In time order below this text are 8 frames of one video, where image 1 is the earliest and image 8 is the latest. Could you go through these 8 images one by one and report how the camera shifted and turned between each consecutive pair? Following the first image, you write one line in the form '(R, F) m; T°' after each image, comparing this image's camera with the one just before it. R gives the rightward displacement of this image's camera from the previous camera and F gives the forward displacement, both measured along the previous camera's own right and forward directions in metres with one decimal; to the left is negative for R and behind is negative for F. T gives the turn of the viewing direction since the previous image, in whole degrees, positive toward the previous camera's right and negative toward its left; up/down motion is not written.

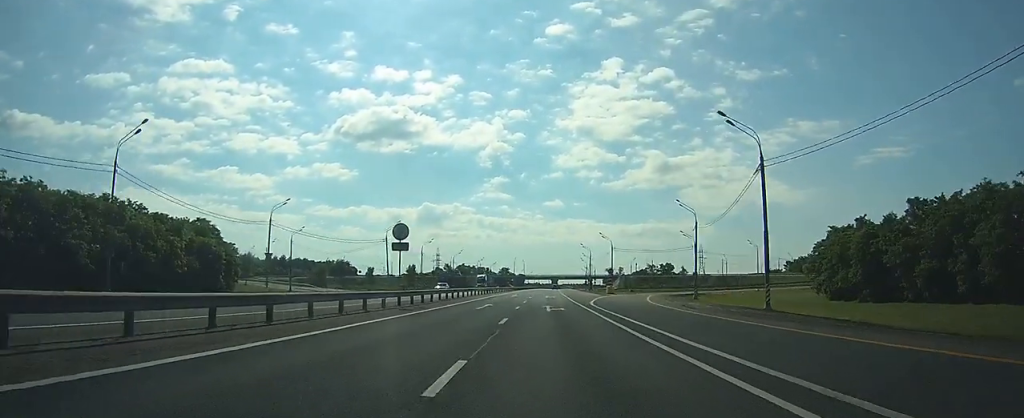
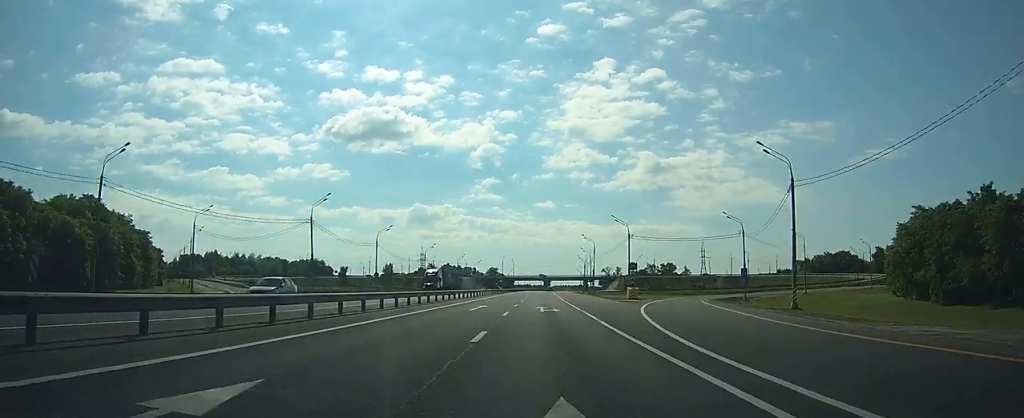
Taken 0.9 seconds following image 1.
(+0.1, +29.2) m; +1°
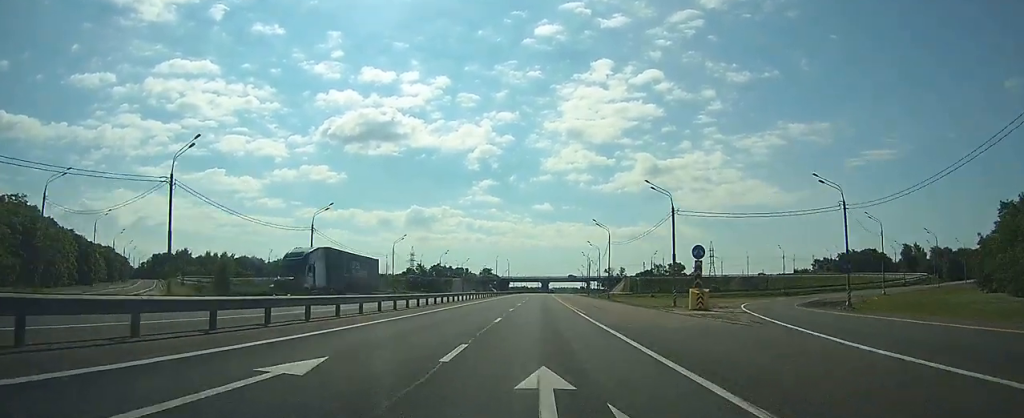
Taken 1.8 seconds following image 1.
(+0.3, +27.1) m; +1°
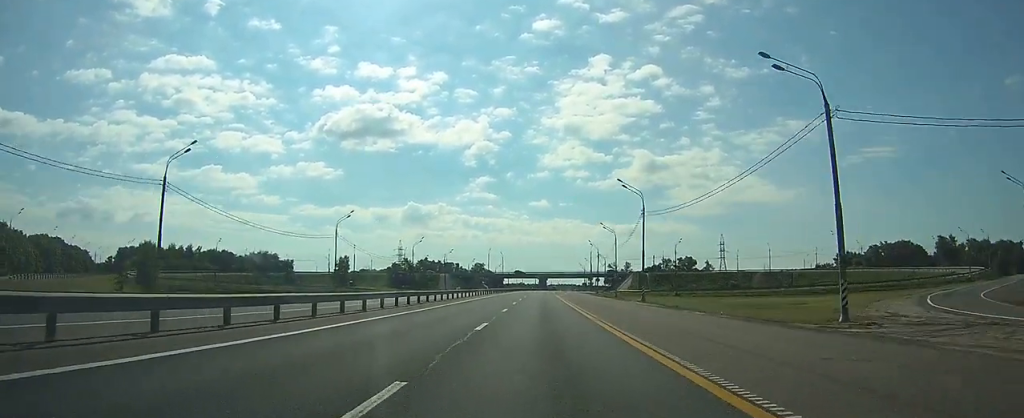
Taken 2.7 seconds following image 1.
(+0.2, +29.1) m; 0°
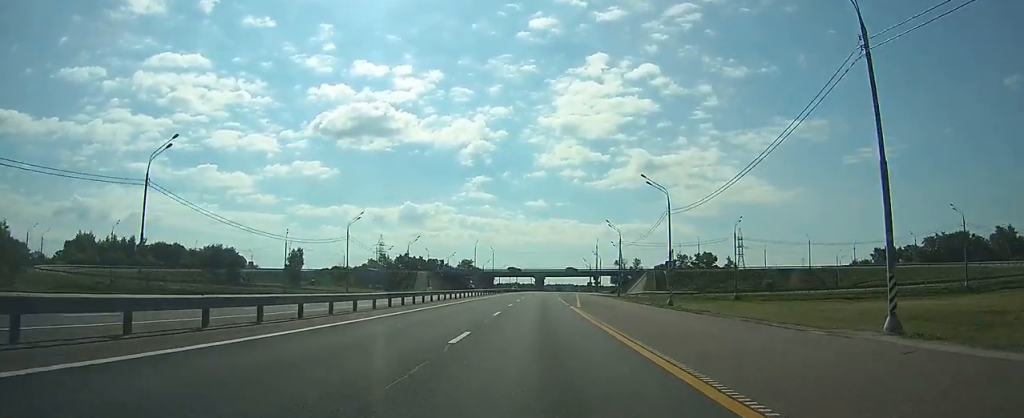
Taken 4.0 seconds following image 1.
(+0.2, +39.5) m; 0°
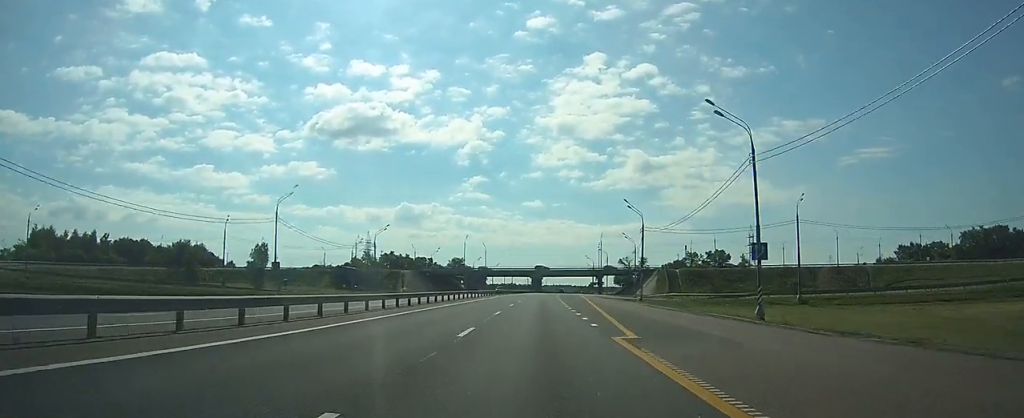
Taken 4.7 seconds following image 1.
(+0.1, +21.8) m; 0°
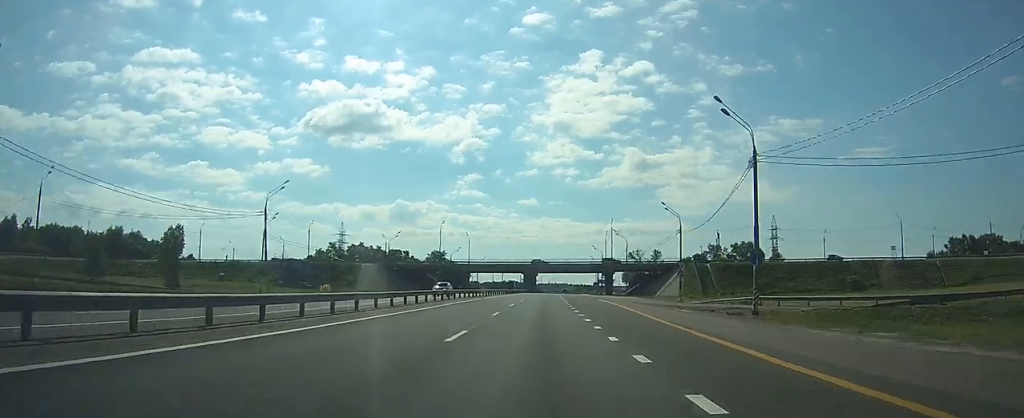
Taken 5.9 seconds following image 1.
(+0.1, +37.4) m; 0°
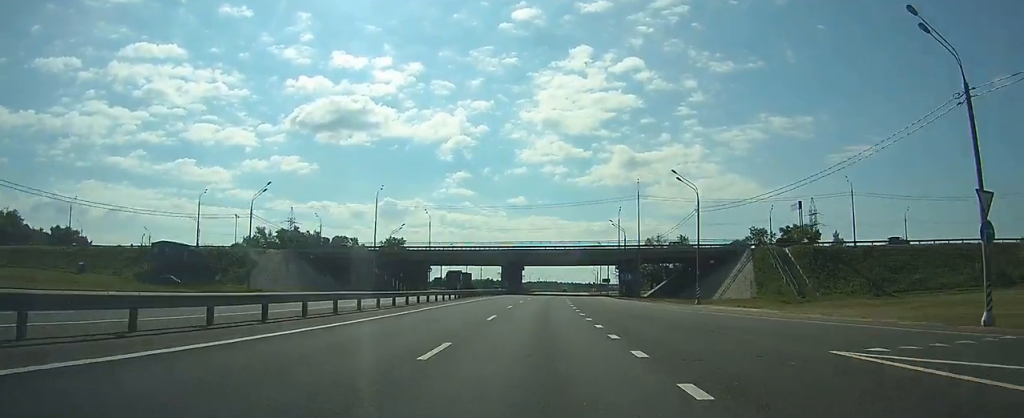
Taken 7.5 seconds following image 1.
(+0.3, +50.7) m; +1°
